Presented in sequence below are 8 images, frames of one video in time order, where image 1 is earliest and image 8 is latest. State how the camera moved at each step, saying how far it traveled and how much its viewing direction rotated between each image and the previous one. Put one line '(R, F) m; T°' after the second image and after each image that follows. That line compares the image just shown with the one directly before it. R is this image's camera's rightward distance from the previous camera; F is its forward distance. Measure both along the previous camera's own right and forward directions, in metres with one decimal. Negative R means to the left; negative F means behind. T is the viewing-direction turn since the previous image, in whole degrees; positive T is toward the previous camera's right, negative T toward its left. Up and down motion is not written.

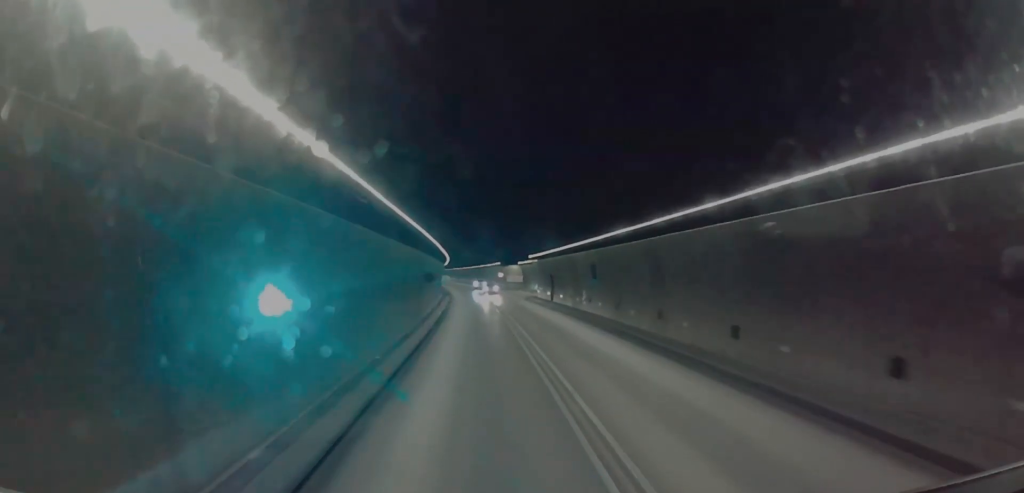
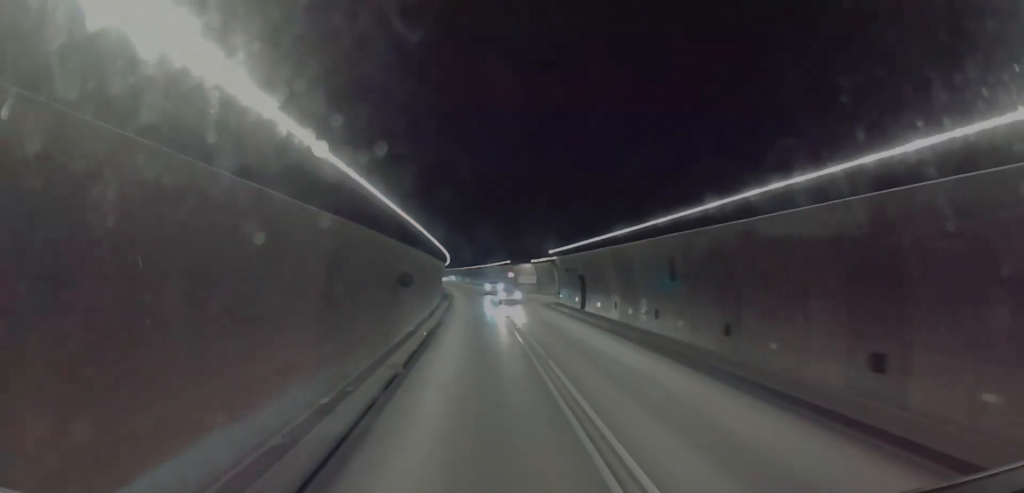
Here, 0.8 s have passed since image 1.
(0.0, +13.8) m; 0°
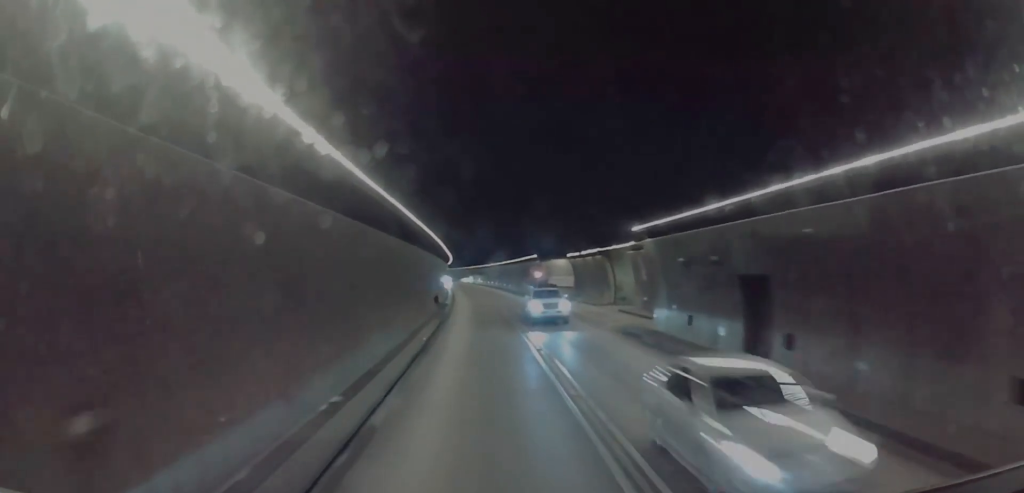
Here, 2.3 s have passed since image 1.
(0.0, +25.6) m; 0°
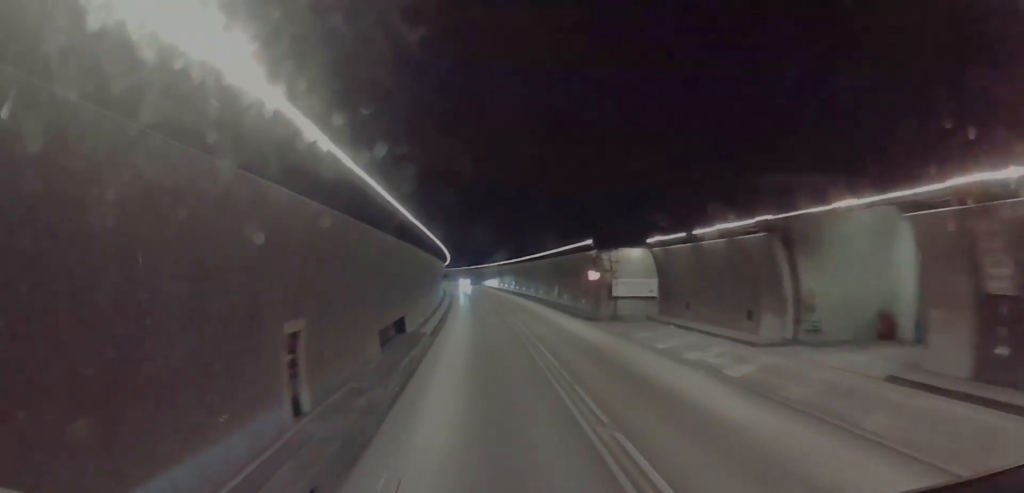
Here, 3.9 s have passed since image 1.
(+0.1, +27.3) m; 0°
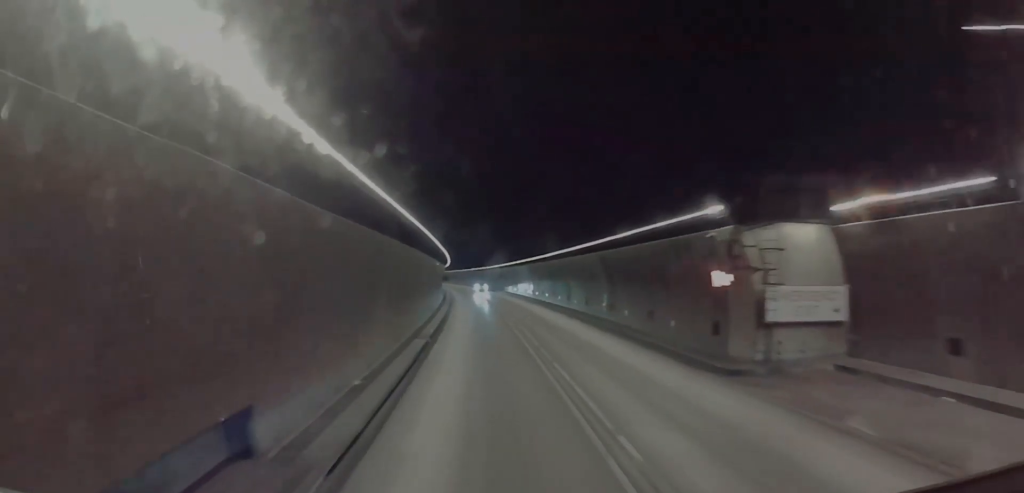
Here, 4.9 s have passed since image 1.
(0.0, +18.7) m; 0°
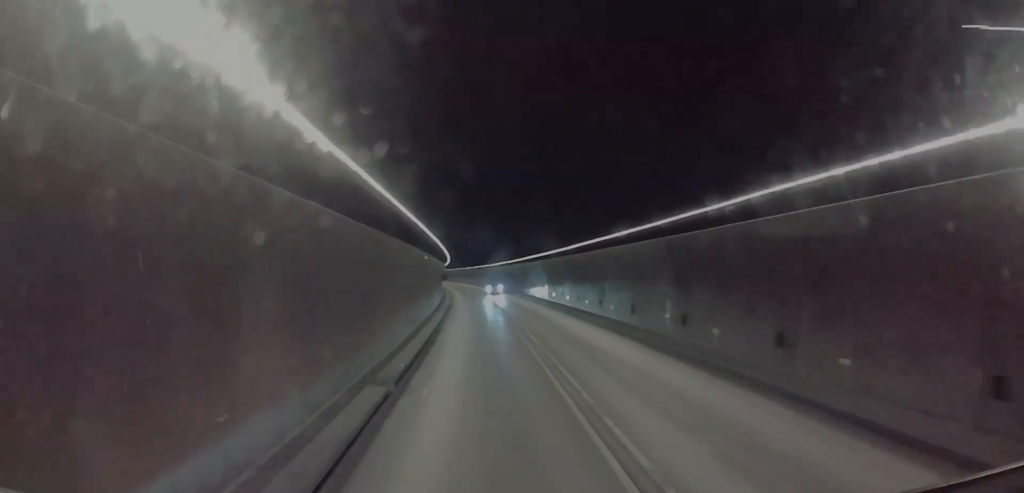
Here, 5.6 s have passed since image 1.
(0.0, +11.5) m; 0°
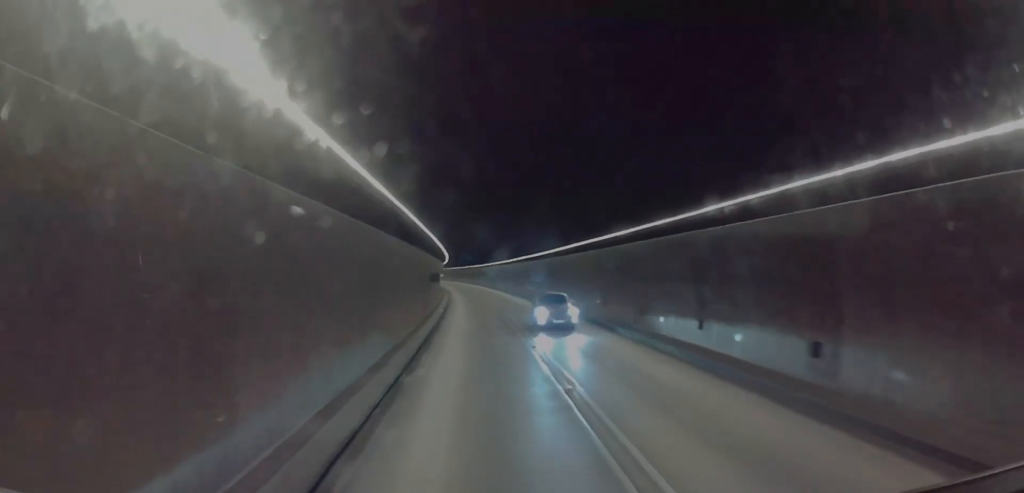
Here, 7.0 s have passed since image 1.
(0.0, +23.3) m; 0°
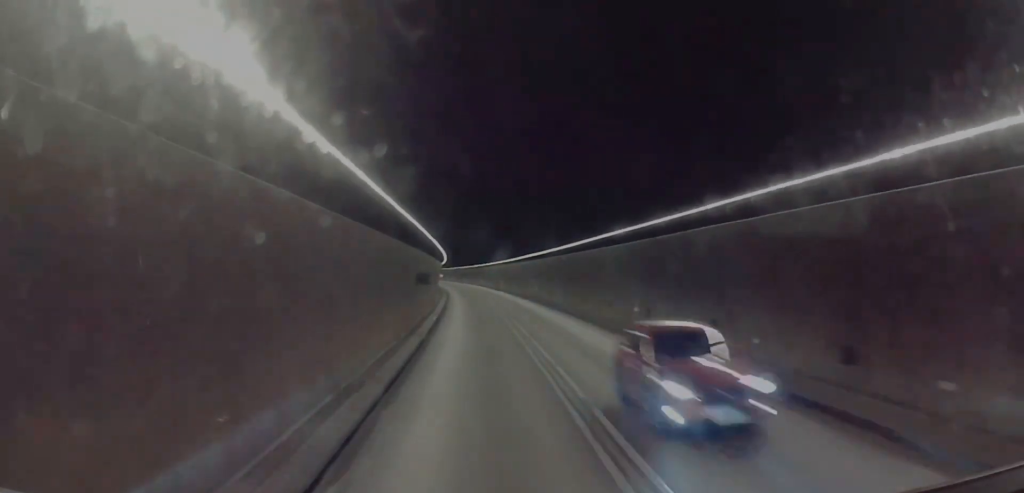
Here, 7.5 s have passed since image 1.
(0.0, +8.6) m; 0°
